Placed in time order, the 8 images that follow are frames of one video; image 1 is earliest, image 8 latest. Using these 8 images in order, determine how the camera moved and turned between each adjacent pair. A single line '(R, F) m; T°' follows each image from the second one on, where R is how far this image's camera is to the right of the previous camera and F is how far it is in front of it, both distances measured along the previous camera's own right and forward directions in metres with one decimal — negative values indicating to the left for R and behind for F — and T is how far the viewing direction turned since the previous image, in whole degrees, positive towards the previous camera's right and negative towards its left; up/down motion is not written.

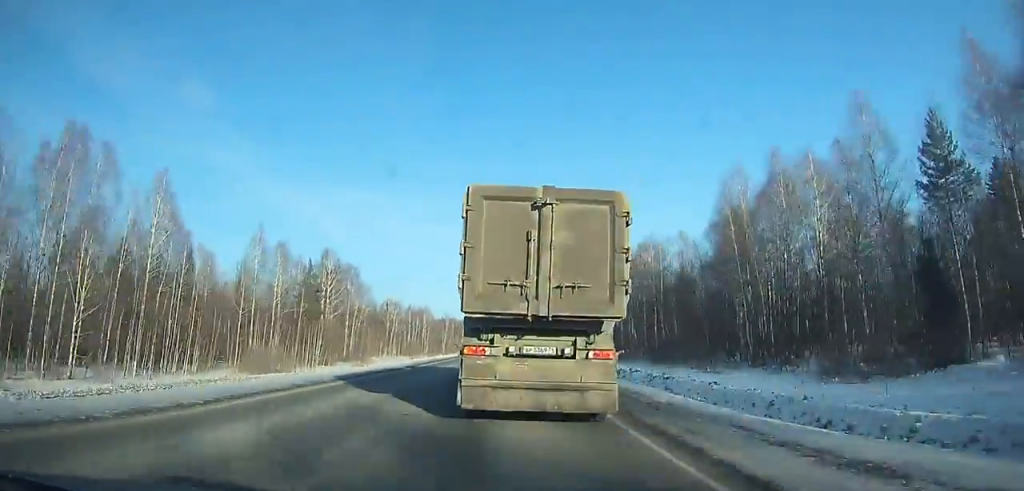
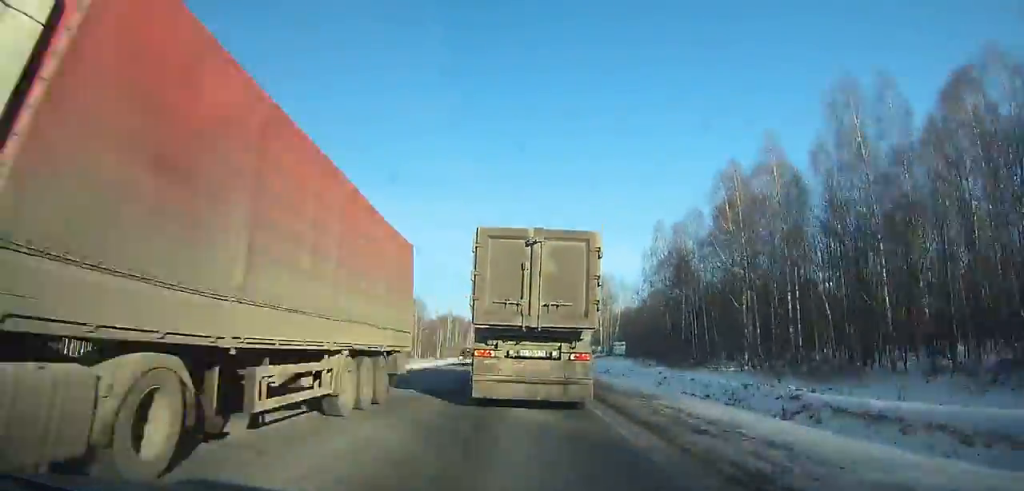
(-0.8, +51.9) m; -1°
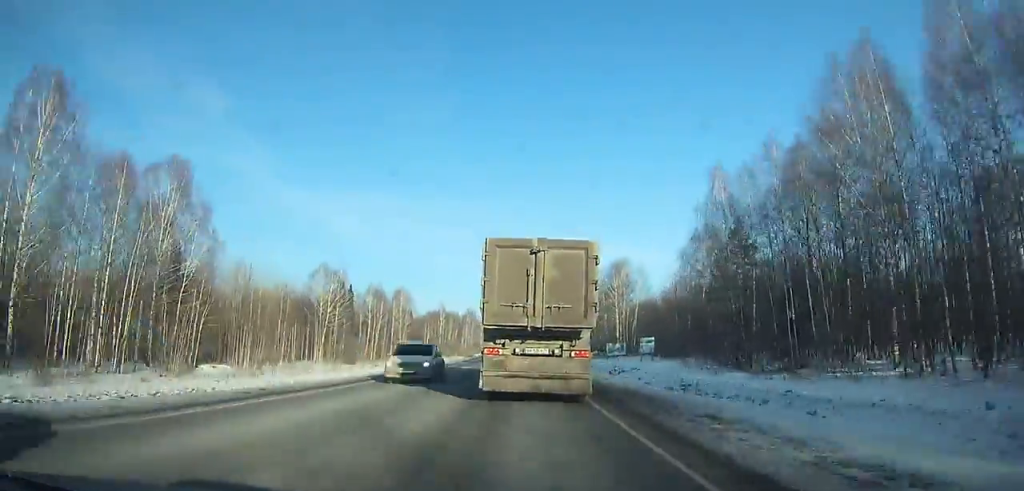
(+0.1, +22.8) m; 0°
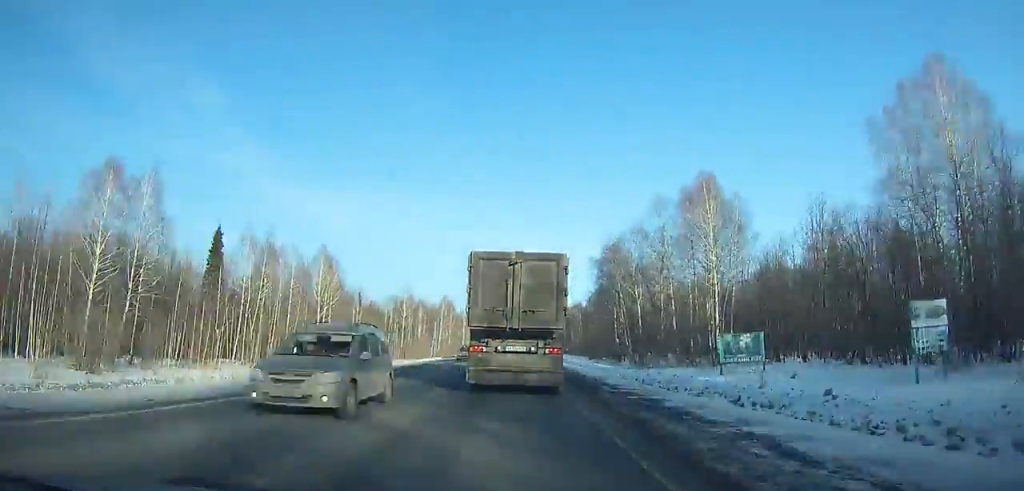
(+0.2, +58.4) m; 0°
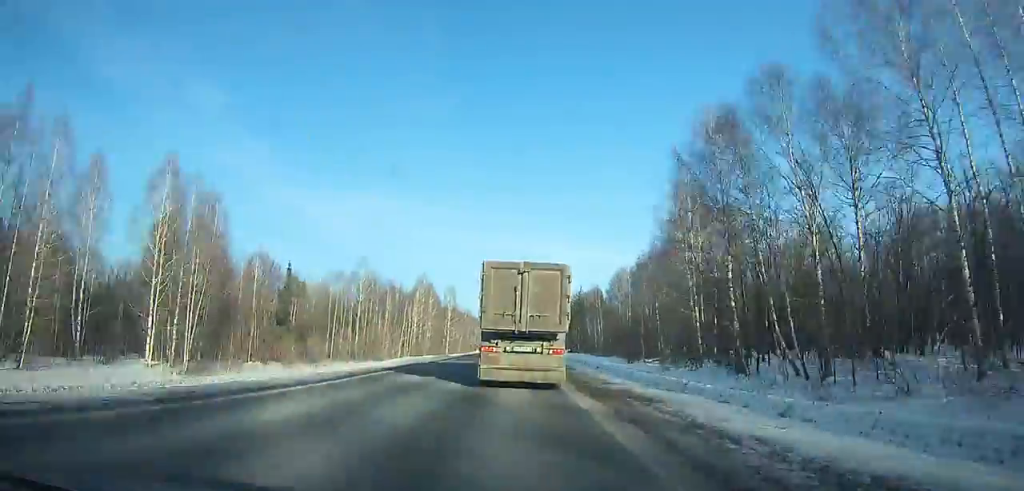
(-0.1, +45.1) m; 0°
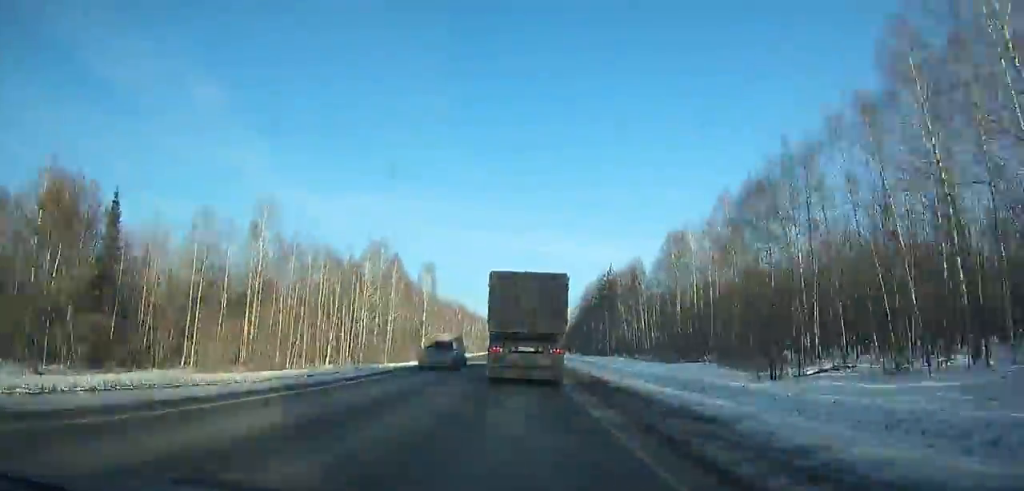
(0.0, +47.8) m; 0°
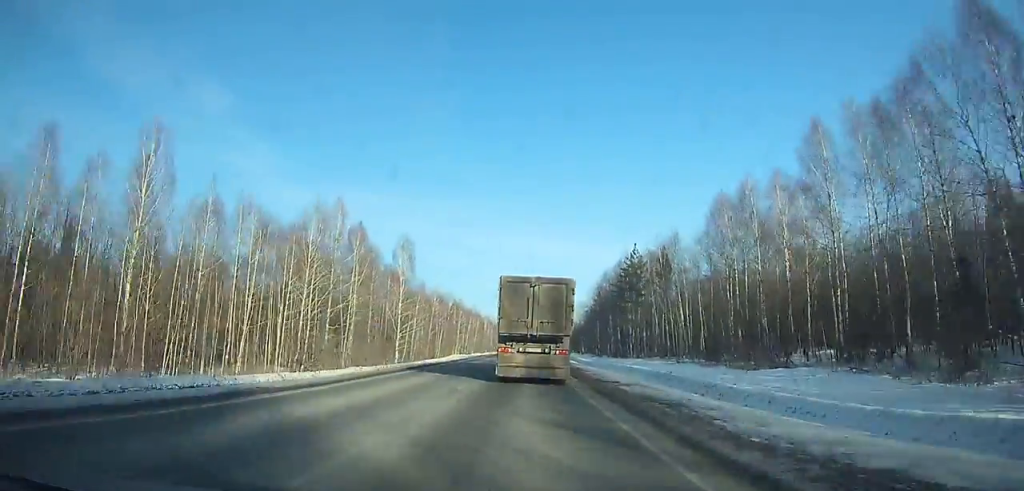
(-0.2, +24.2) m; 0°
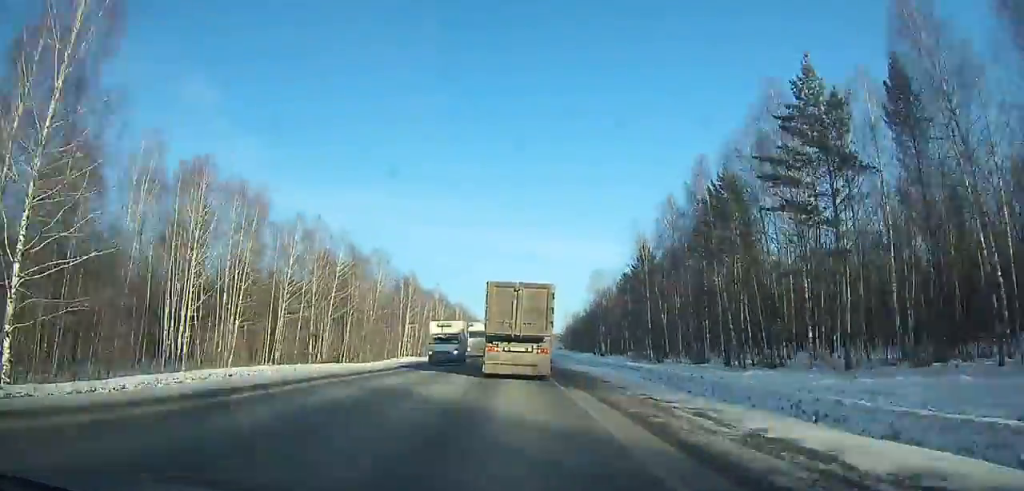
(+0.2, +67.8) m; 0°
